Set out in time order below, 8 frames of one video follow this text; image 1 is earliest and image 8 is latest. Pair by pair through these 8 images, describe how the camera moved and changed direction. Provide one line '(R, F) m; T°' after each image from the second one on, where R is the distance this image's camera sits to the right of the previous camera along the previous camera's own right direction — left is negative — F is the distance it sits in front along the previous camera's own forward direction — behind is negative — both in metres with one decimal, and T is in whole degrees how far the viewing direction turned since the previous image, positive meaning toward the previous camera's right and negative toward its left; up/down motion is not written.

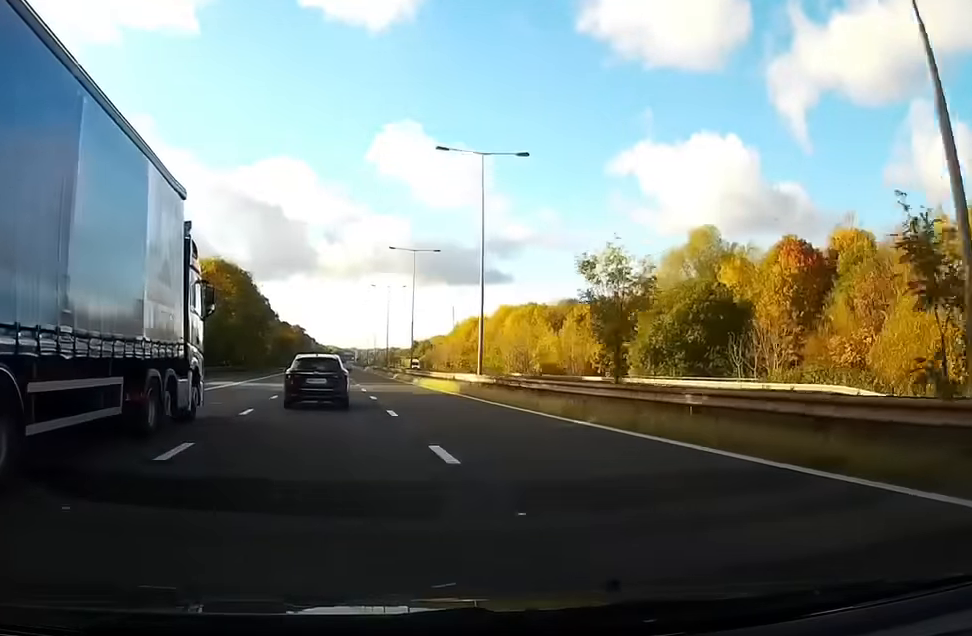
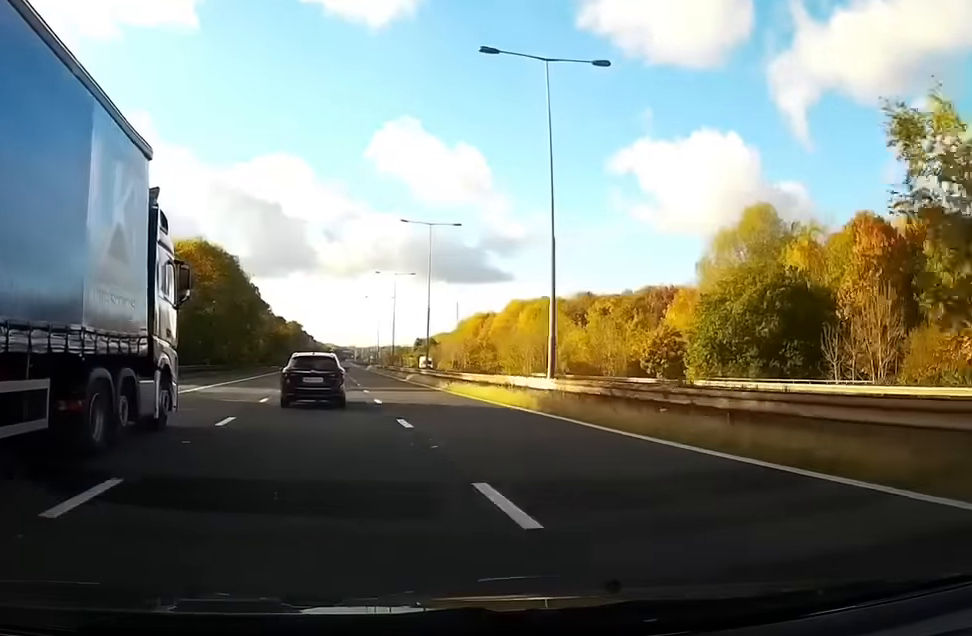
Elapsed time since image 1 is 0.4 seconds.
(-0.1, +12.6) m; 0°
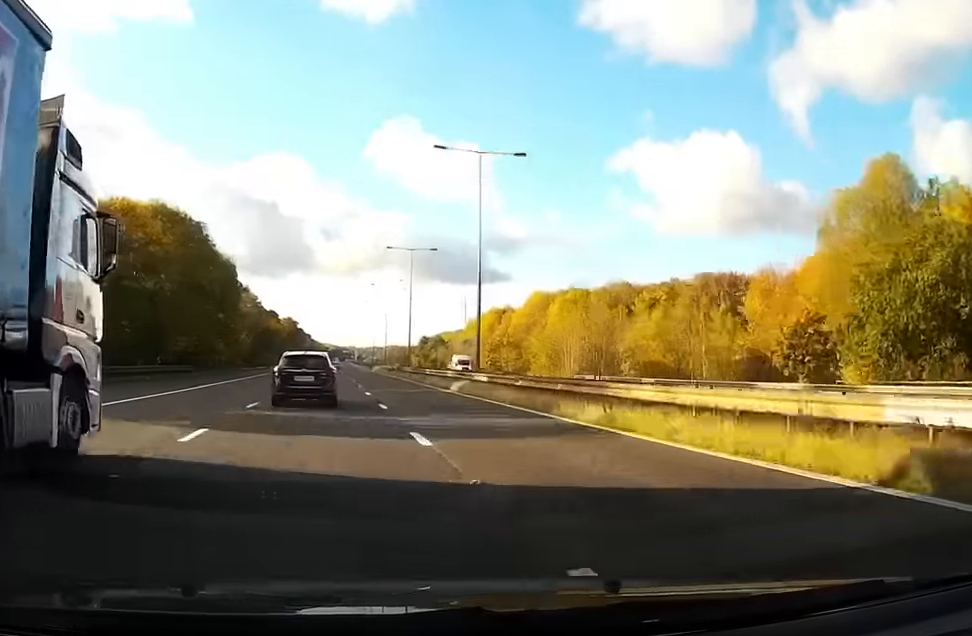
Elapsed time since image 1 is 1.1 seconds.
(+0.3, +20.9) m; +1°
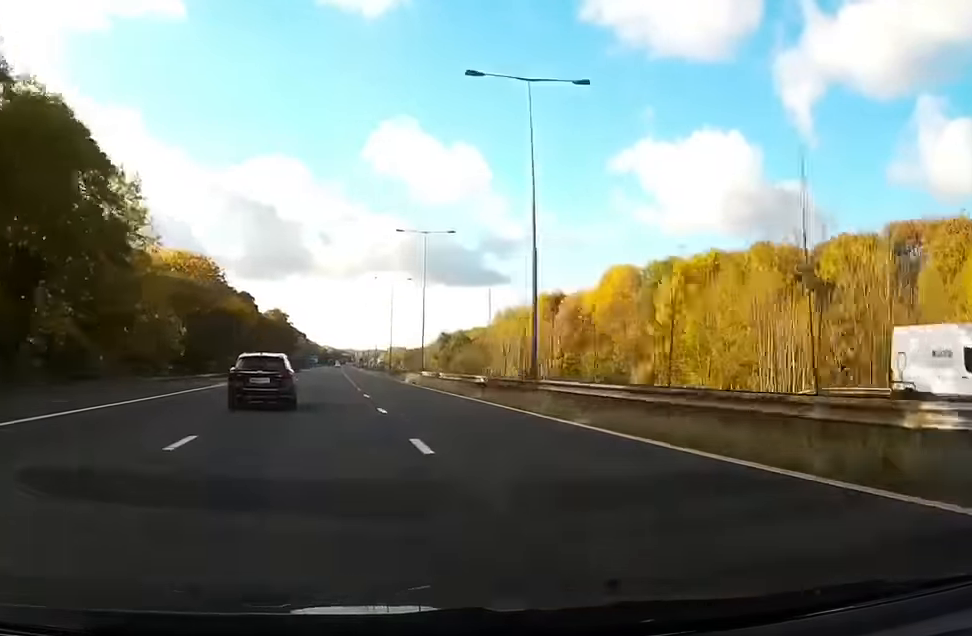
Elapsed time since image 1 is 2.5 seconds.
(+0.6, +45.1) m; -1°
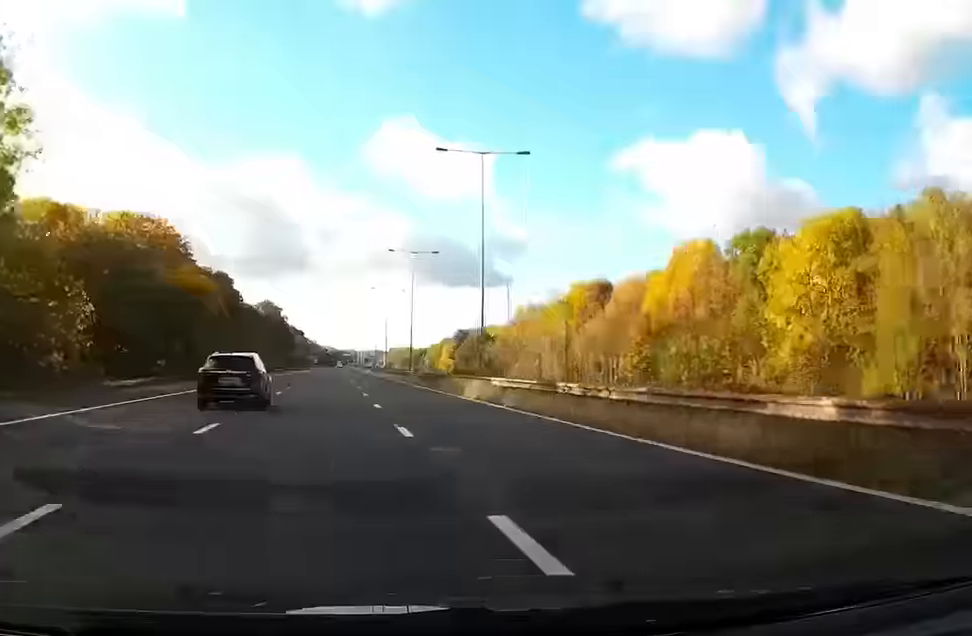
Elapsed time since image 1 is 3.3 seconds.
(-0.7, +24.1) m; -1°
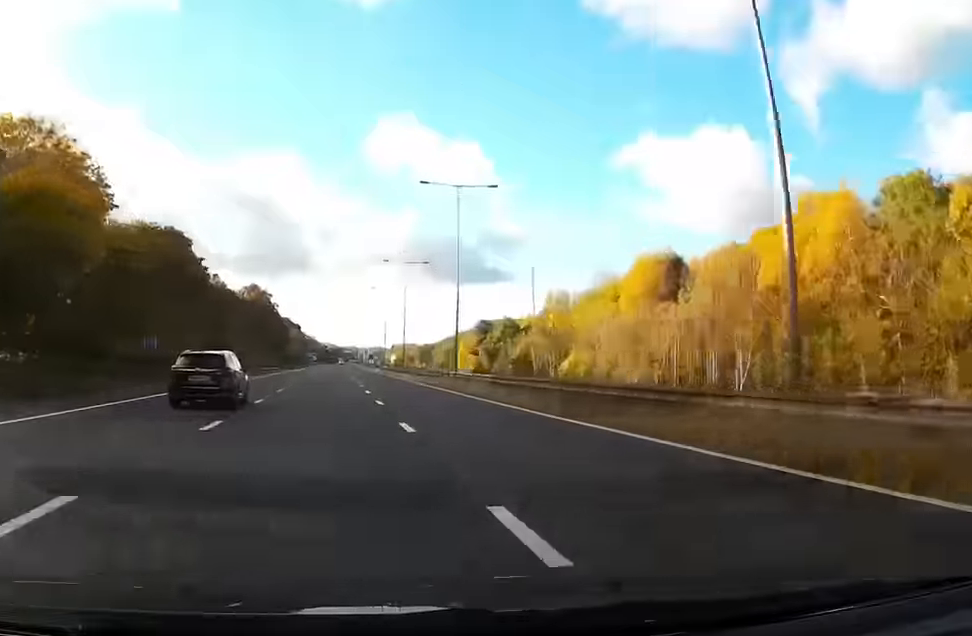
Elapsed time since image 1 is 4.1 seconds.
(-0.1, +26.3) m; 0°
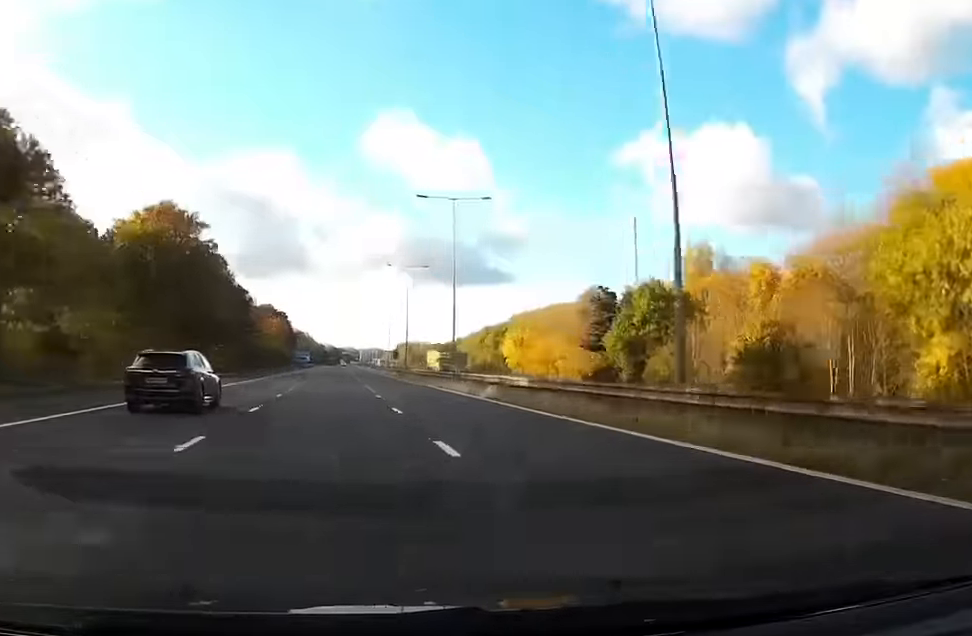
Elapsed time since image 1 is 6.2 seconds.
(+0.8, +65.9) m; +1°
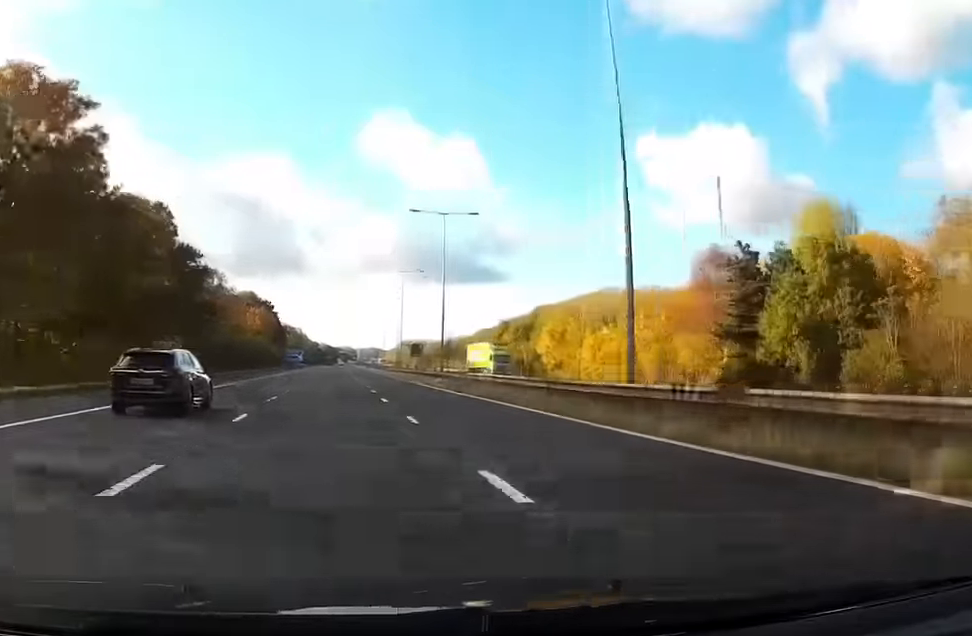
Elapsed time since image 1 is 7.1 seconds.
(+0.2, +30.2) m; 0°
